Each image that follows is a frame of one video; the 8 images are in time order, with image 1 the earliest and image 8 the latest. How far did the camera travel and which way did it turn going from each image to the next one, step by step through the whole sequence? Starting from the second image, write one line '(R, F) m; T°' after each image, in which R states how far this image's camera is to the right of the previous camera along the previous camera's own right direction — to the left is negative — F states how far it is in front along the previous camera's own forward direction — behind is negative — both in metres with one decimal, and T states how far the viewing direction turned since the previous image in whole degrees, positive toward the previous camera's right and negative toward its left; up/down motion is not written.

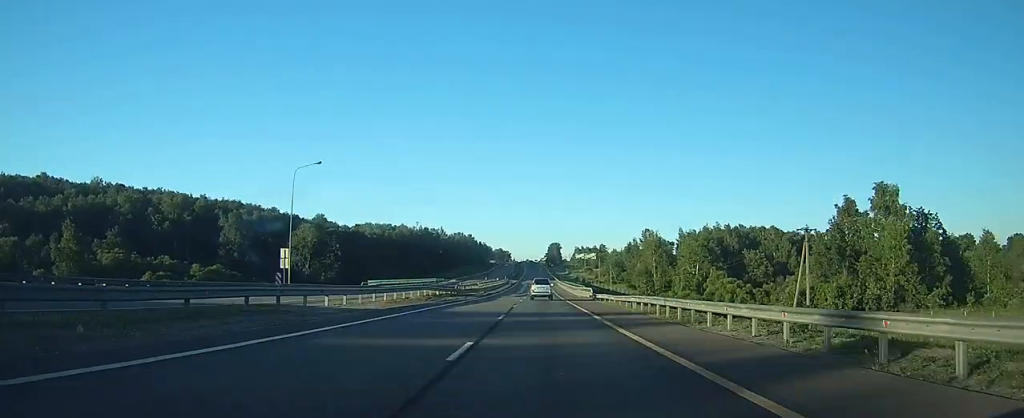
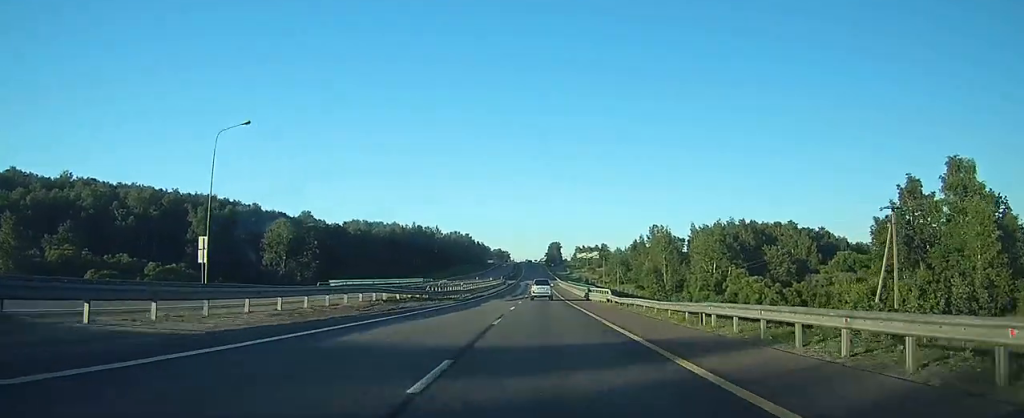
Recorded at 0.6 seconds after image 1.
(0.0, +14.8) m; 0°
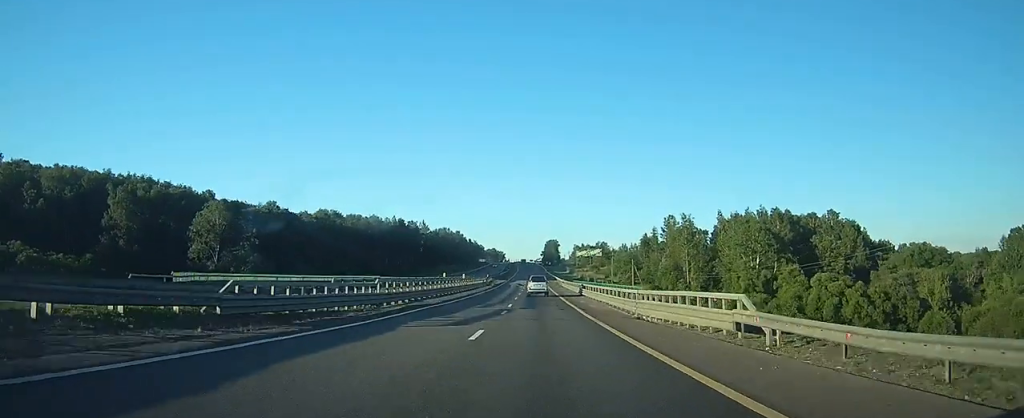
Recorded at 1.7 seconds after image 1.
(-0.1, +29.0) m; 0°
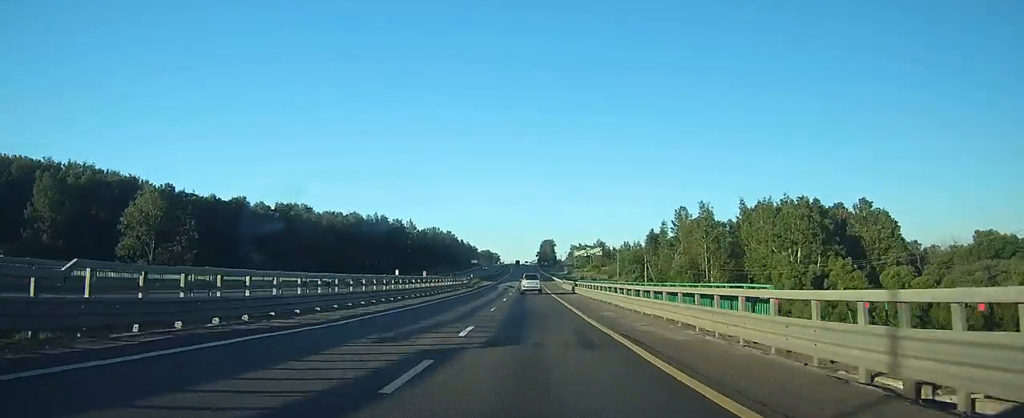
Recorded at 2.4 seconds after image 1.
(-0.1, +19.3) m; 0°
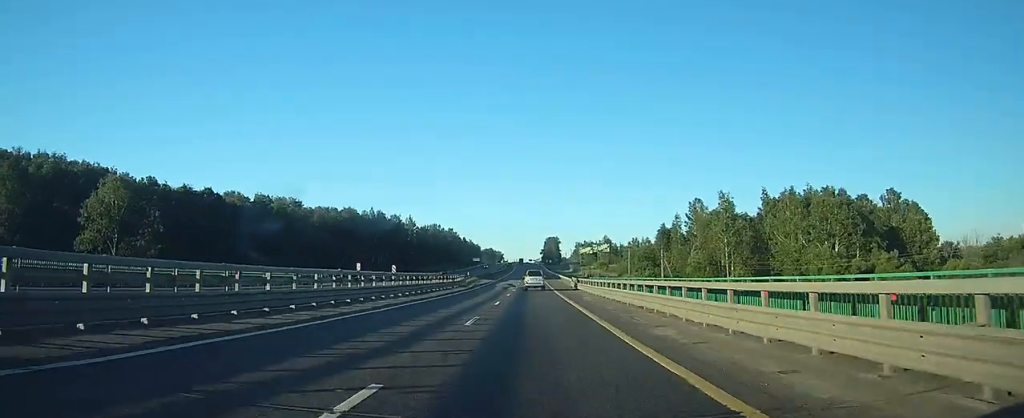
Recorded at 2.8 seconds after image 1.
(0.0, +10.5) m; 0°
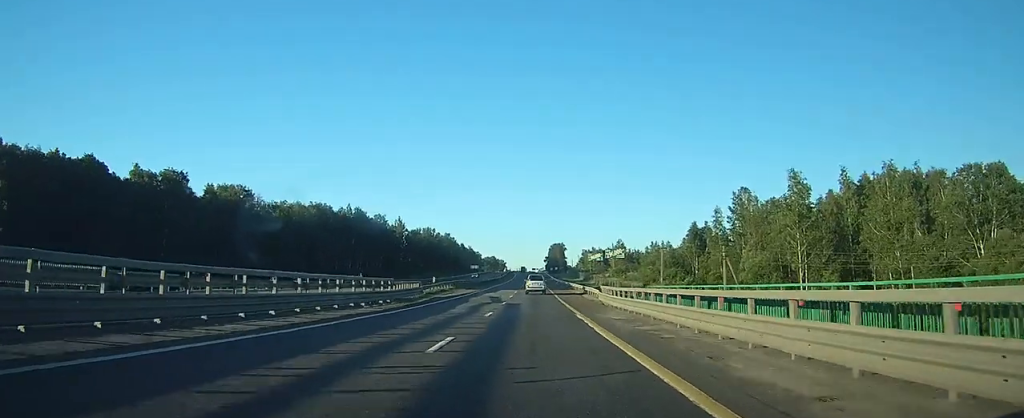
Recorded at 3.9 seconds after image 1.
(0.0, +29.6) m; 0°
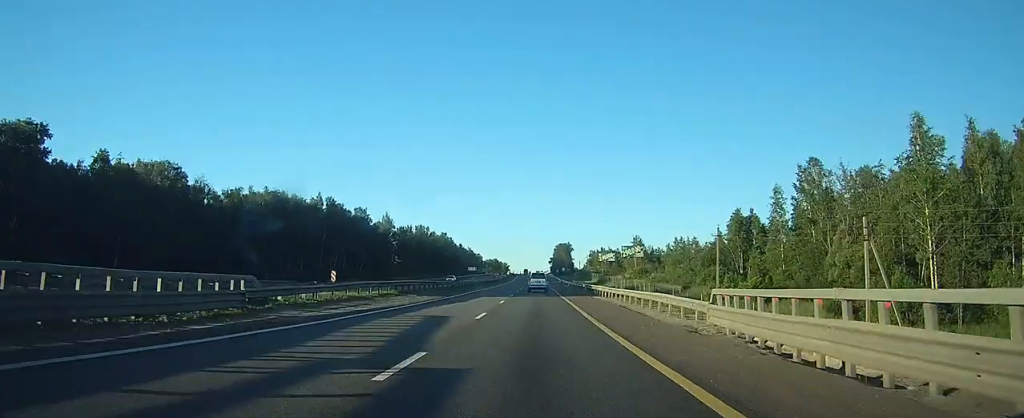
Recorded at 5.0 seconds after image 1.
(0.0, +27.7) m; 0°
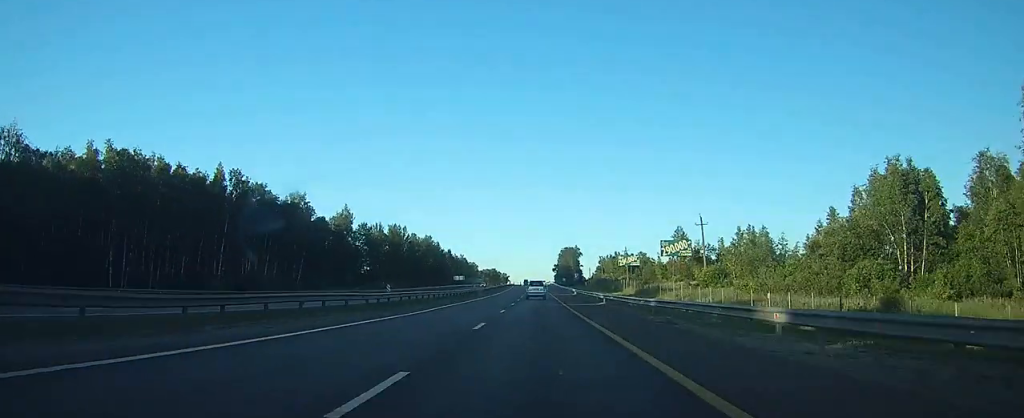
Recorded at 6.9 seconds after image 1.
(-0.2, +50.1) m; -1°
